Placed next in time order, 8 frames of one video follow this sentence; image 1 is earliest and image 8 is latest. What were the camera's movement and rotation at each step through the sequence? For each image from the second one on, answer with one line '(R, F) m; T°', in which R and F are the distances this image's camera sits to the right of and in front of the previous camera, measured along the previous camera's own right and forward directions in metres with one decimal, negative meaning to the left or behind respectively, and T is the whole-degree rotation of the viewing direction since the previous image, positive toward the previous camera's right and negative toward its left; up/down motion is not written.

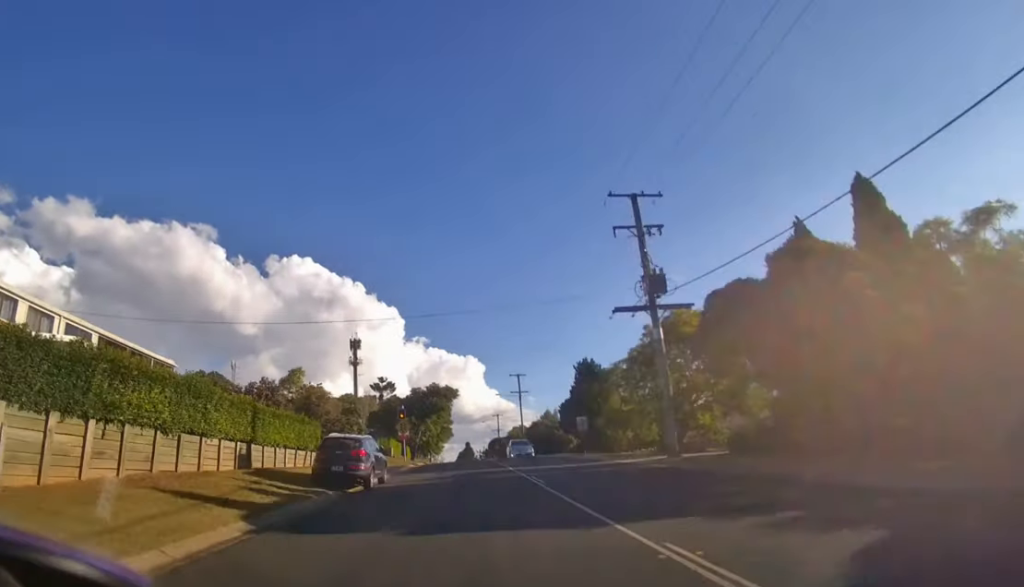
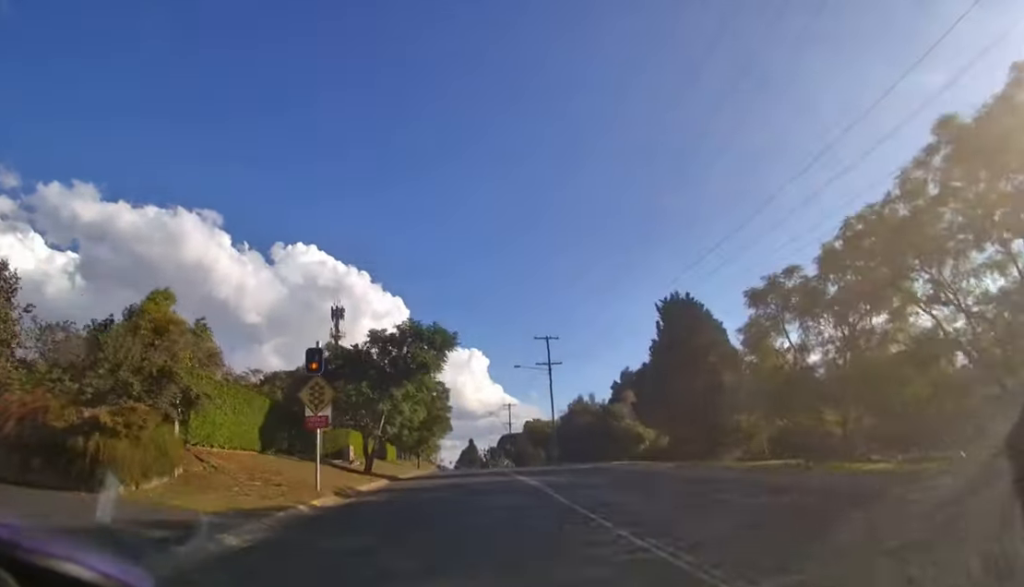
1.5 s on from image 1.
(0.0, +22.7) m; 0°
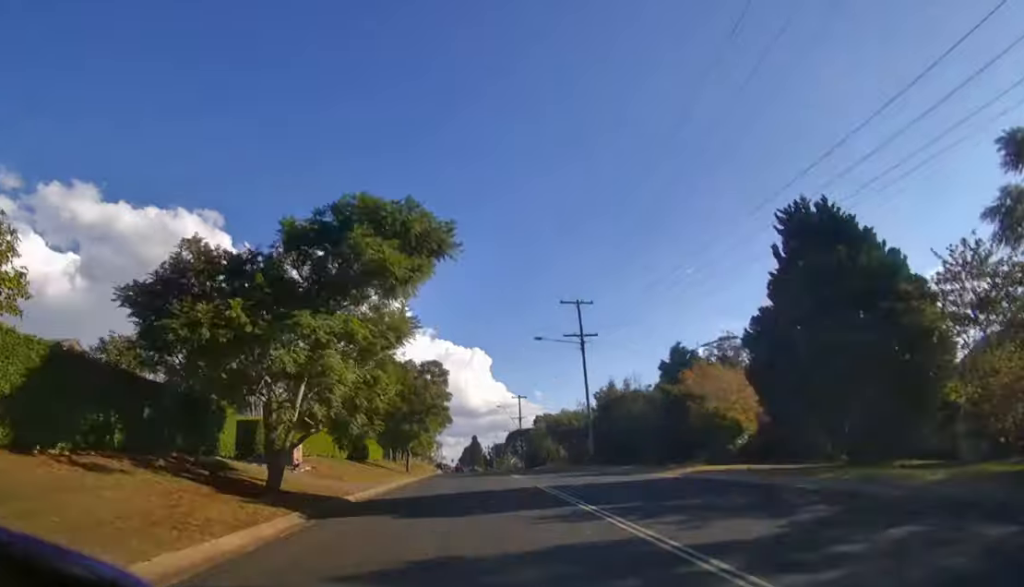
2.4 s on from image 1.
(-0.1, +13.7) m; 0°
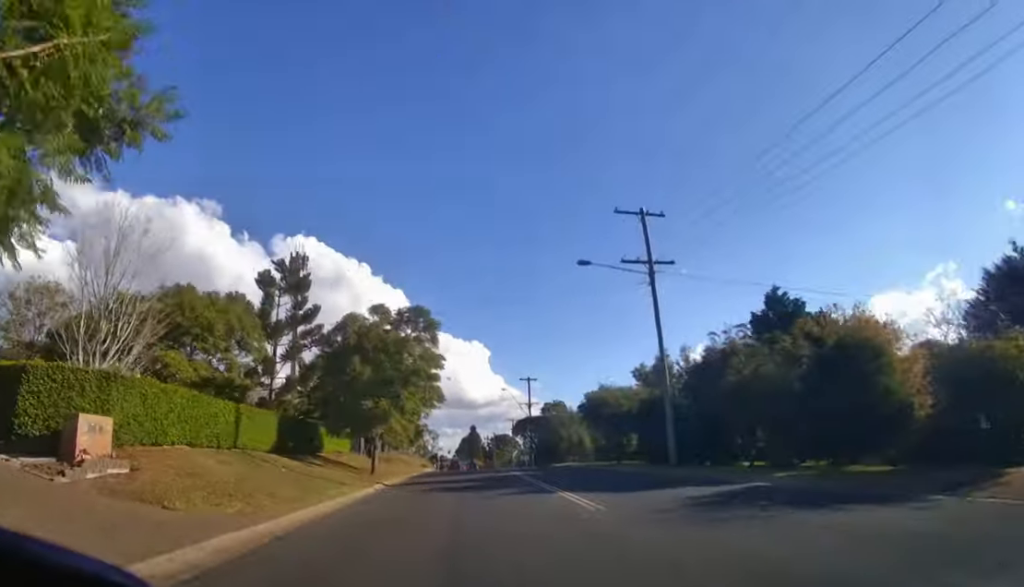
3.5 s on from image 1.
(0.0, +15.4) m; 0°
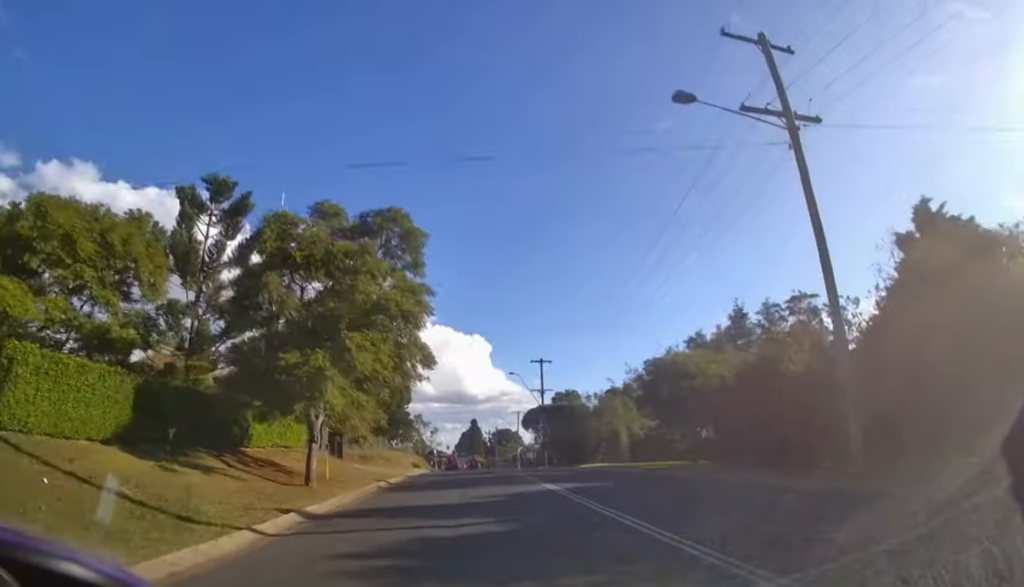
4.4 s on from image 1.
(0.0, +12.8) m; 0°
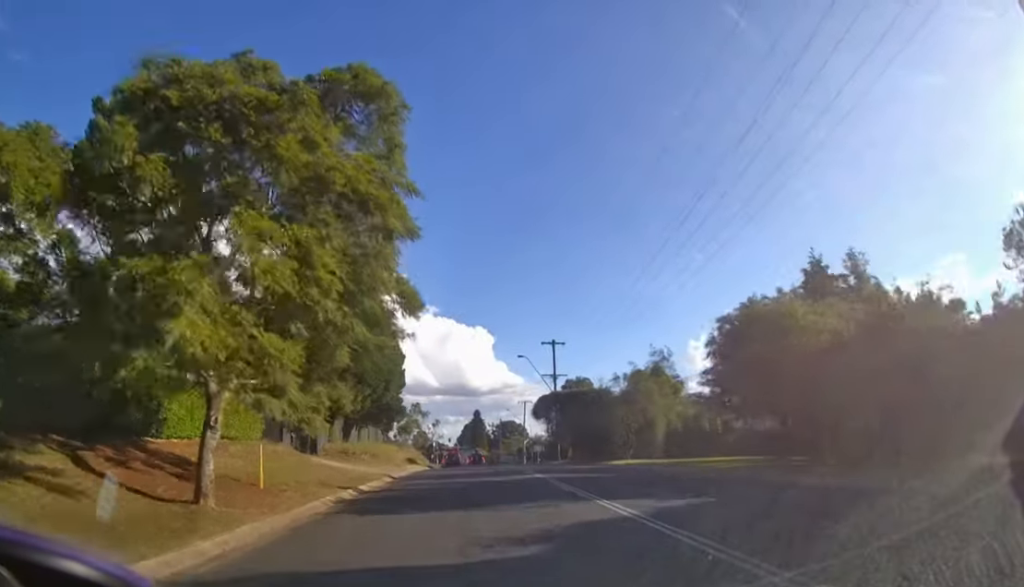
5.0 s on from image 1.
(0.0, +7.9) m; 0°
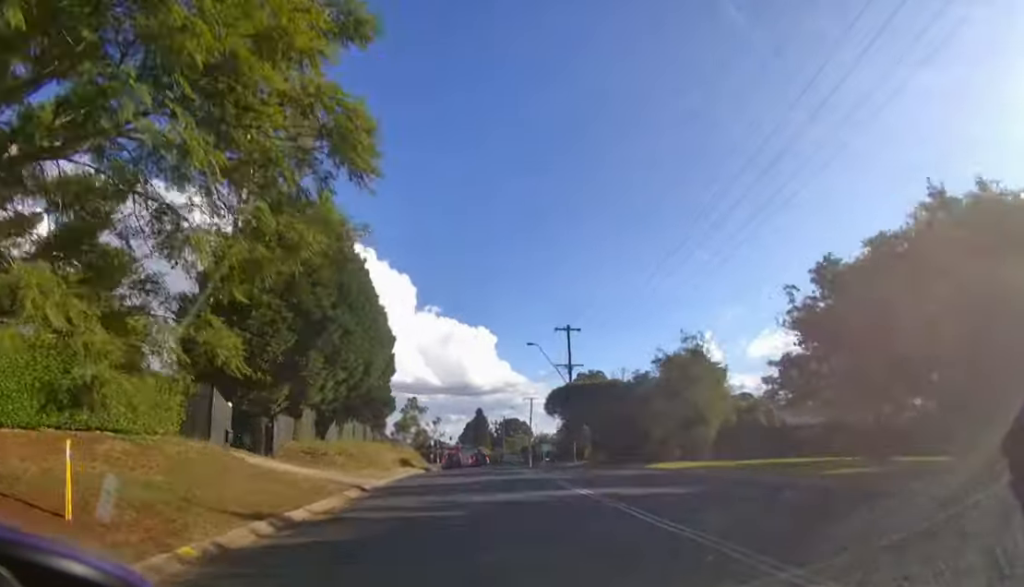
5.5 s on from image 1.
(0.0, +6.7) m; 0°
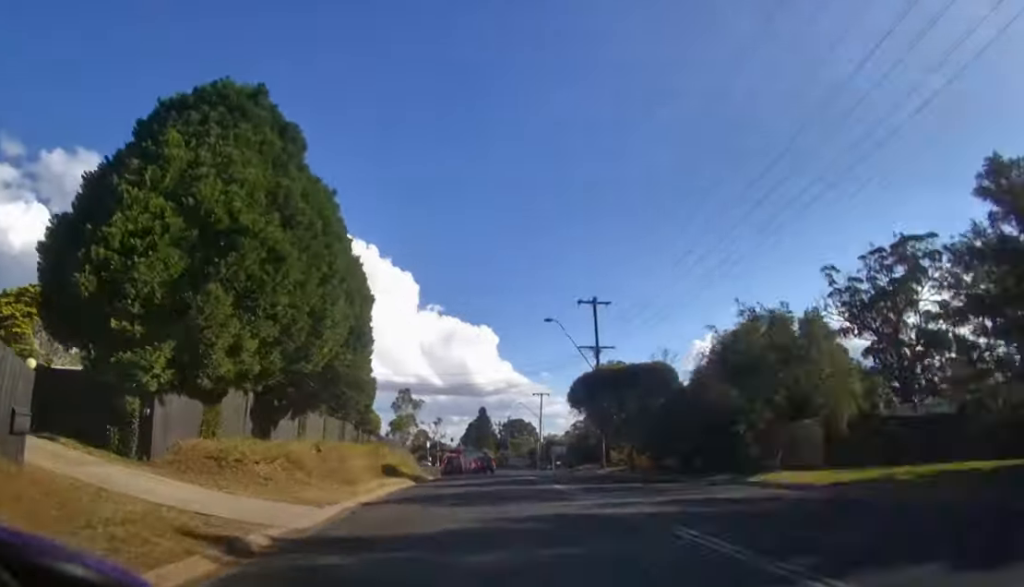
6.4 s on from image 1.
(0.0, +9.2) m; 0°
